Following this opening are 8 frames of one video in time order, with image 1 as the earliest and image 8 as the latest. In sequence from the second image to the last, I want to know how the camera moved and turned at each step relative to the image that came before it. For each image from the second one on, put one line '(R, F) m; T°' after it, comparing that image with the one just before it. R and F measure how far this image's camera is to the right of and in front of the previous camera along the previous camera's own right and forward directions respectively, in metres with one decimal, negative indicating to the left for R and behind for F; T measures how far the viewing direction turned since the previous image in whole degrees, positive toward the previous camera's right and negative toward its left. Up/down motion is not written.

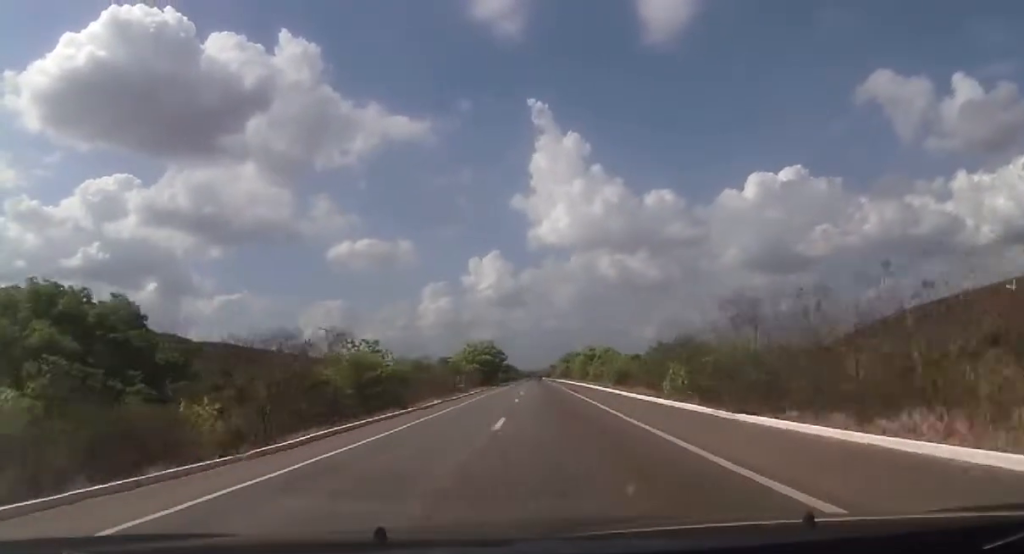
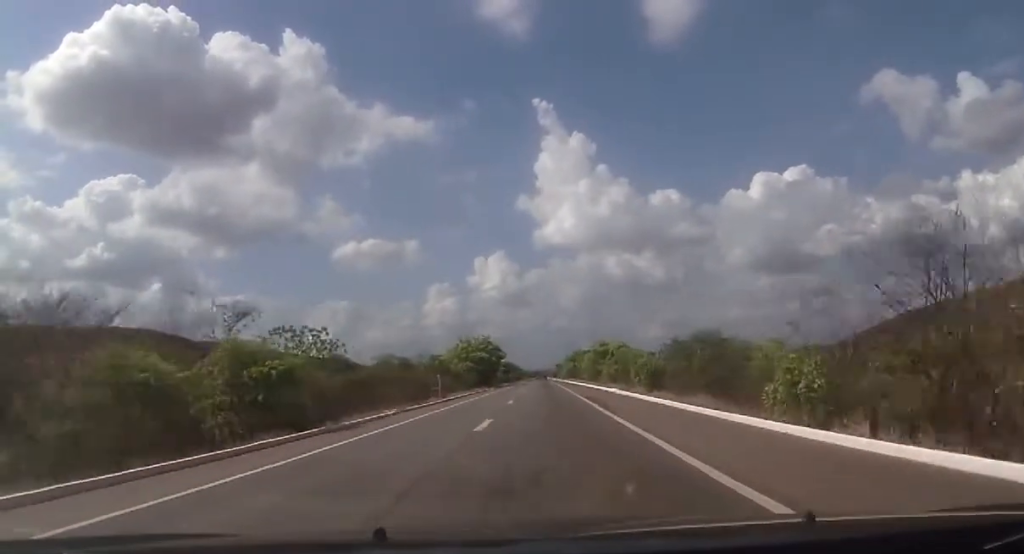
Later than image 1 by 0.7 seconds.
(-0.3, +17.0) m; -1°
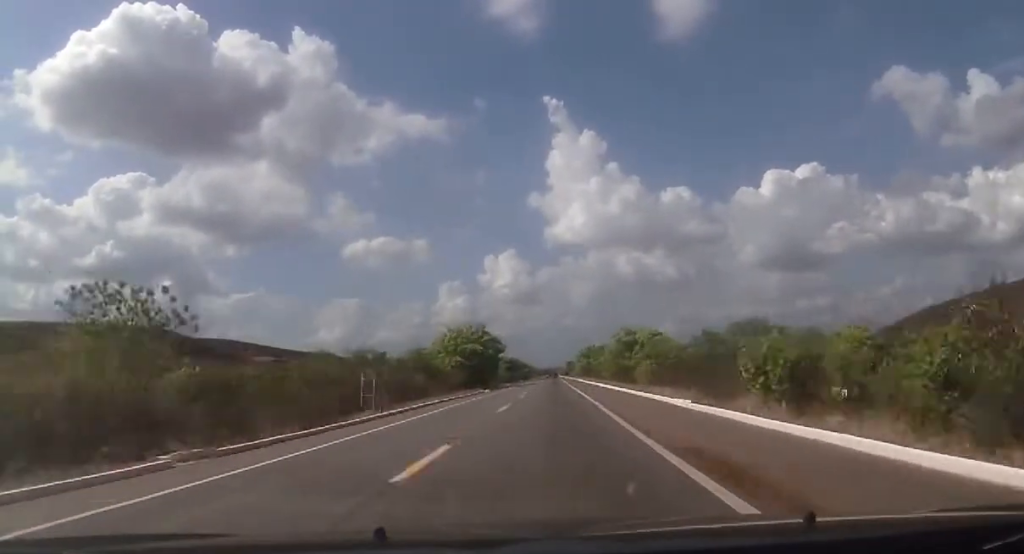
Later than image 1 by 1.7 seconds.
(-0.2, +23.7) m; -1°
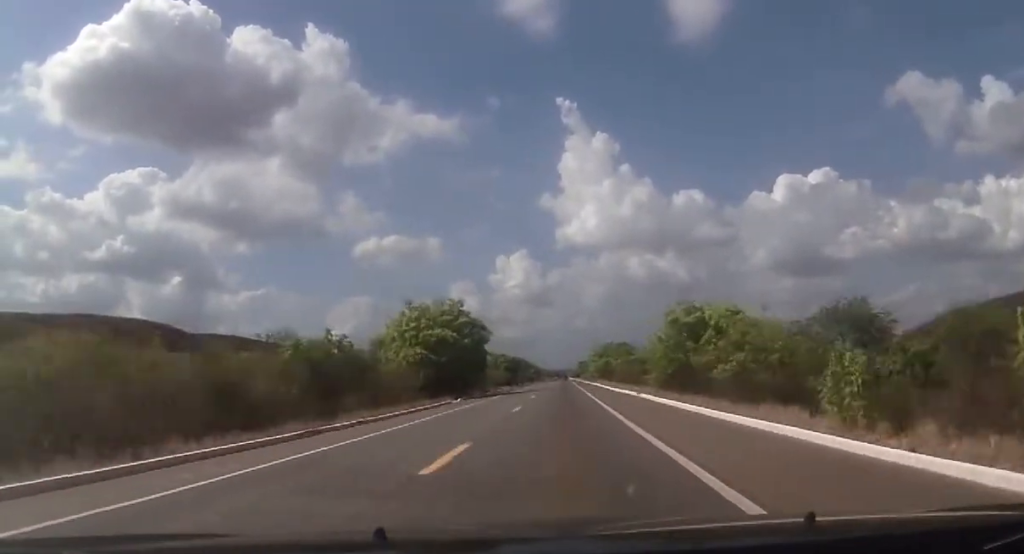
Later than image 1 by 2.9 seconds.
(-0.4, +30.9) m; -1°
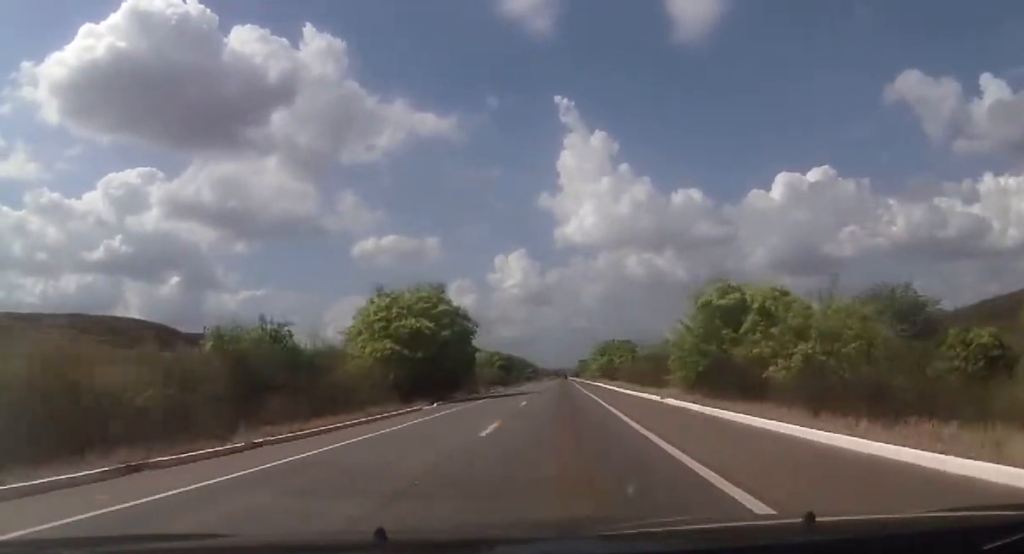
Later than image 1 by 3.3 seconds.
(0.0, +10.1) m; 0°
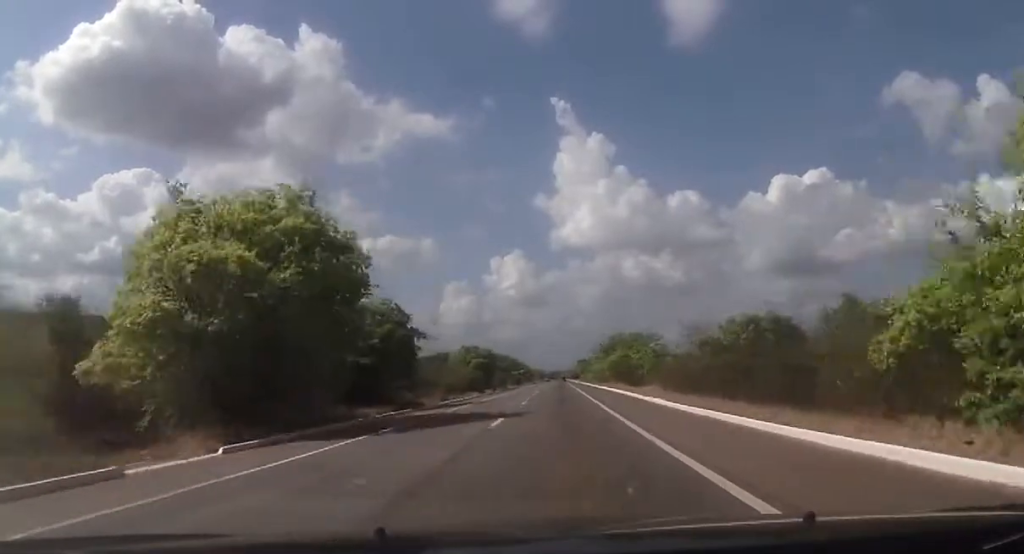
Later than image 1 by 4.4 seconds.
(0.0, +29.0) m; 0°
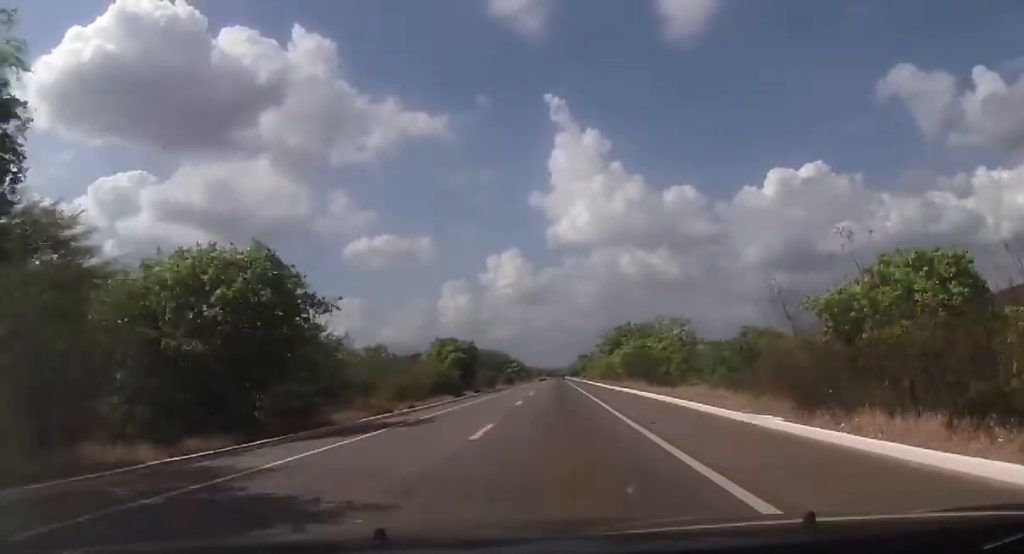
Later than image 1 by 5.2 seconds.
(0.0, +19.0) m; 0°
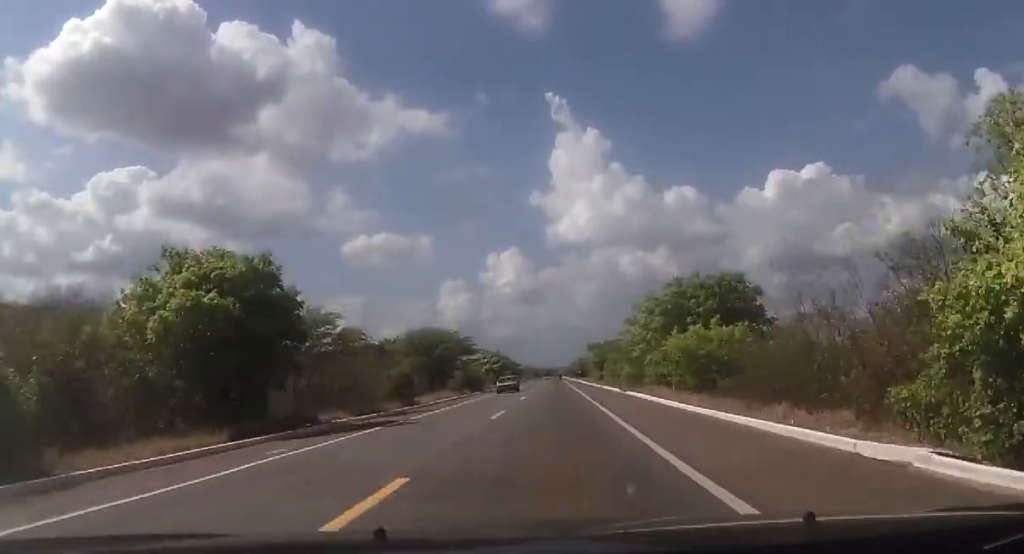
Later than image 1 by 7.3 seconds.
(-0.2, +57.1) m; 0°
